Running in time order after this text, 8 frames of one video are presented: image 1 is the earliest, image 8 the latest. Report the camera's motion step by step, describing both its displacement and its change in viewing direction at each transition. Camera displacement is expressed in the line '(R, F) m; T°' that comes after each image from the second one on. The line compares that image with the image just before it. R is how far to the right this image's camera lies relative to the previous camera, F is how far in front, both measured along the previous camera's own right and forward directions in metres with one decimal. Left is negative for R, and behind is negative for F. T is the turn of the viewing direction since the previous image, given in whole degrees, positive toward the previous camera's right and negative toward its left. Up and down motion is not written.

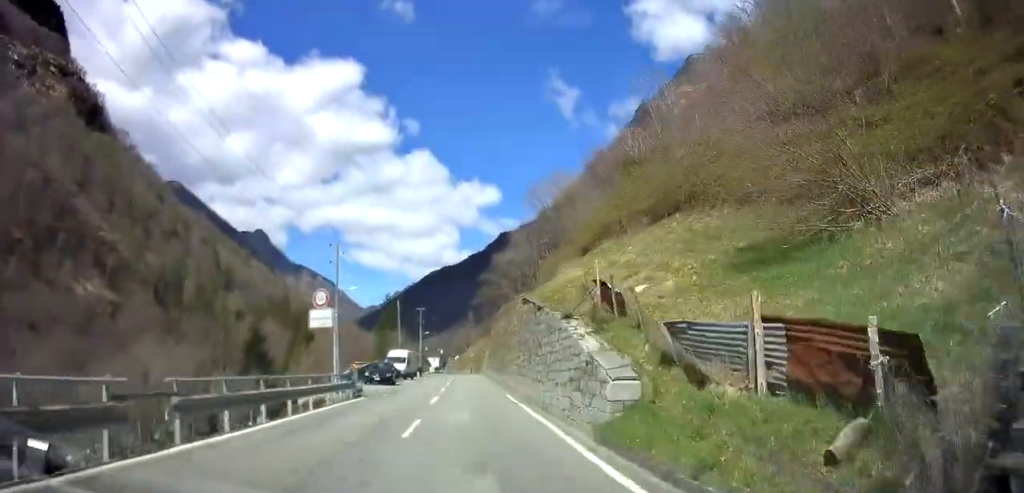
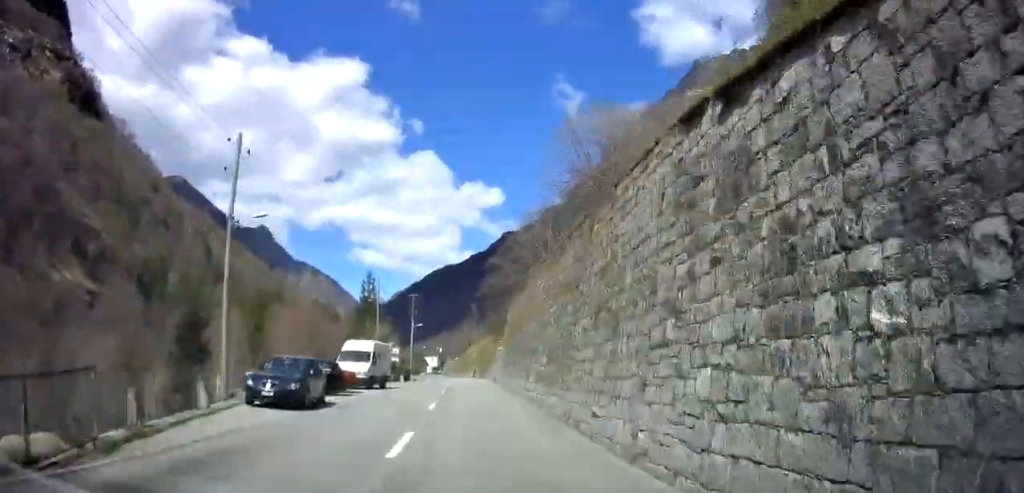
(-0.2, +19.8) m; -1°
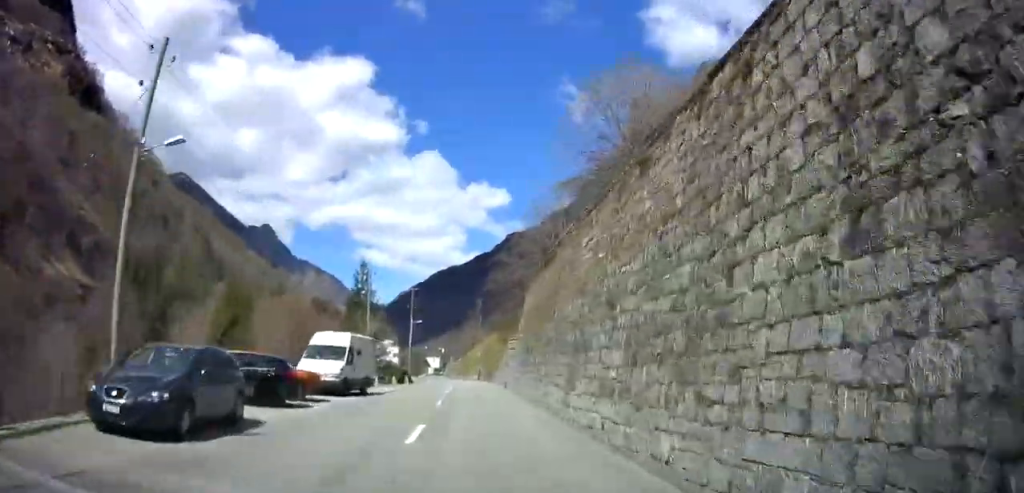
(-0.3, +7.3) m; 0°
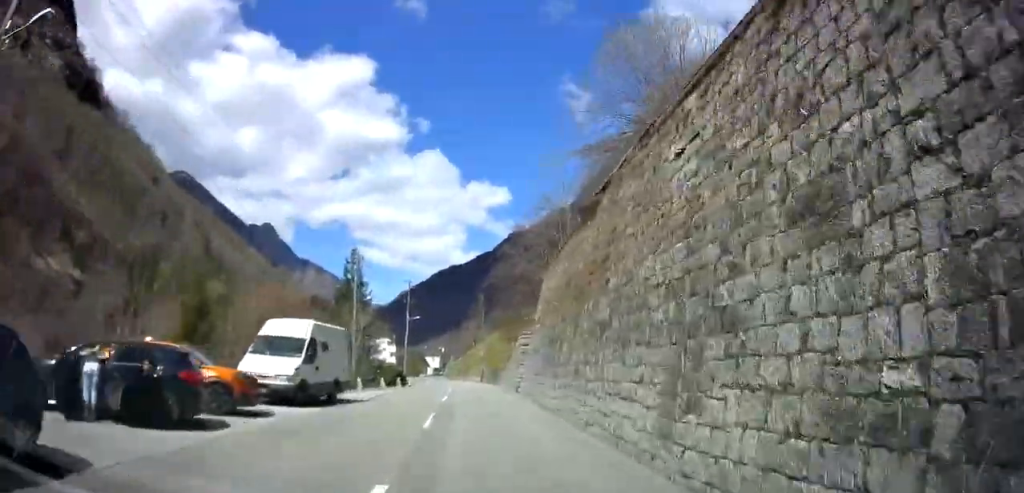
(+0.2, +6.8) m; +1°
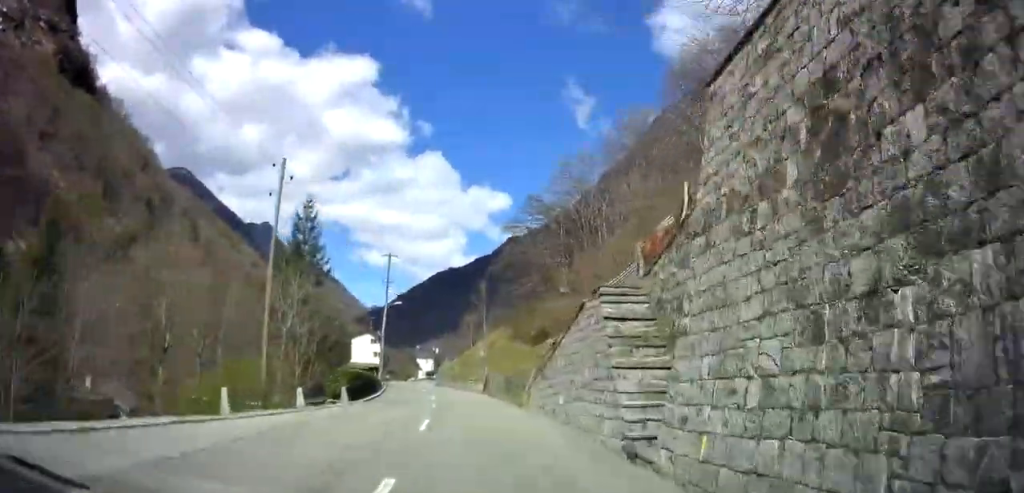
(+0.3, +18.0) m; 0°
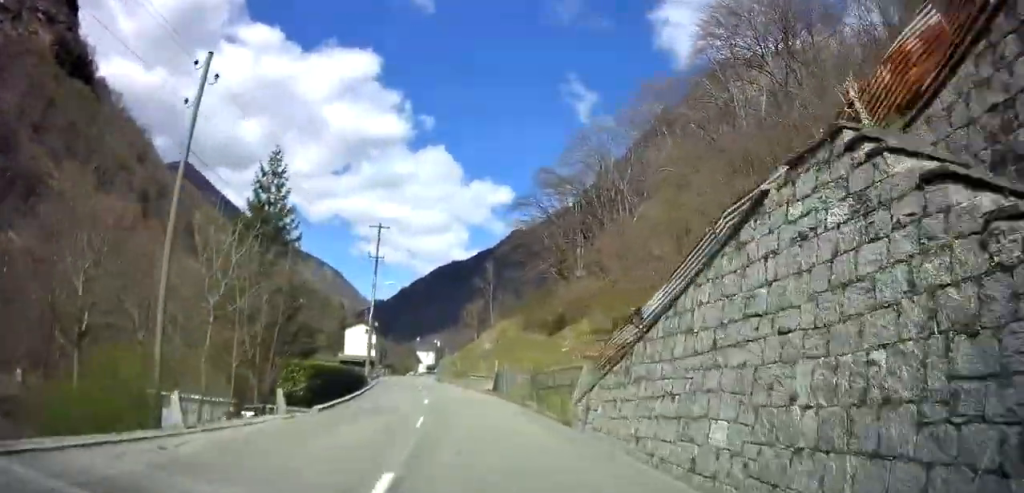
(0.0, +8.6) m; -1°
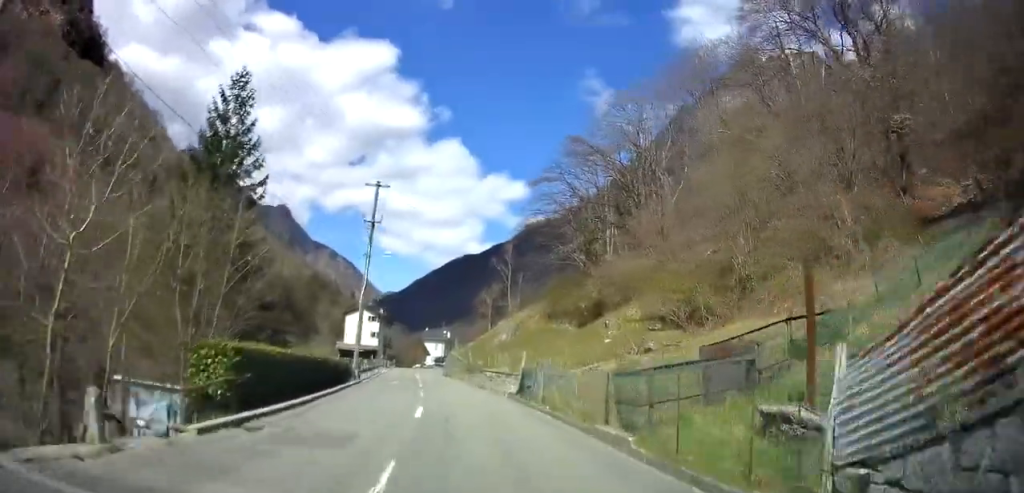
(-0.1, +8.9) m; -1°
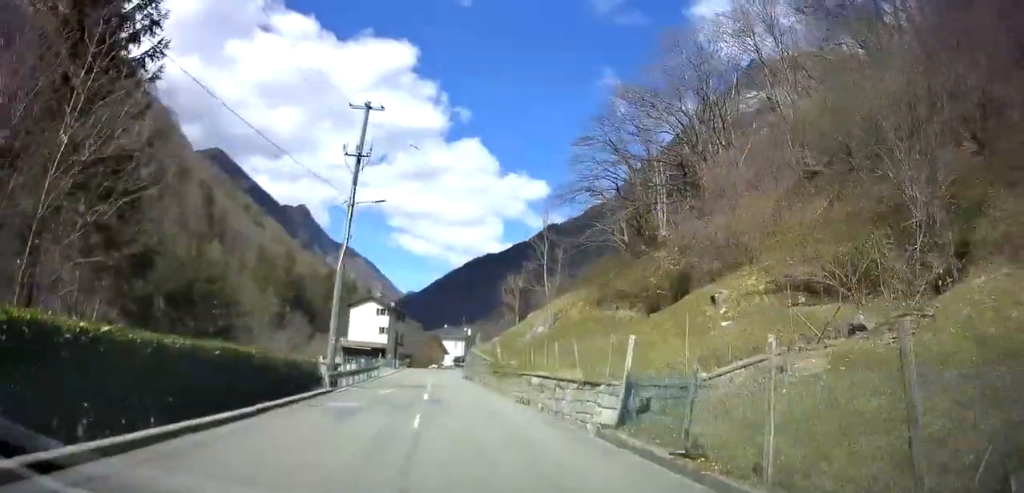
(-0.1, +11.8) m; -2°
